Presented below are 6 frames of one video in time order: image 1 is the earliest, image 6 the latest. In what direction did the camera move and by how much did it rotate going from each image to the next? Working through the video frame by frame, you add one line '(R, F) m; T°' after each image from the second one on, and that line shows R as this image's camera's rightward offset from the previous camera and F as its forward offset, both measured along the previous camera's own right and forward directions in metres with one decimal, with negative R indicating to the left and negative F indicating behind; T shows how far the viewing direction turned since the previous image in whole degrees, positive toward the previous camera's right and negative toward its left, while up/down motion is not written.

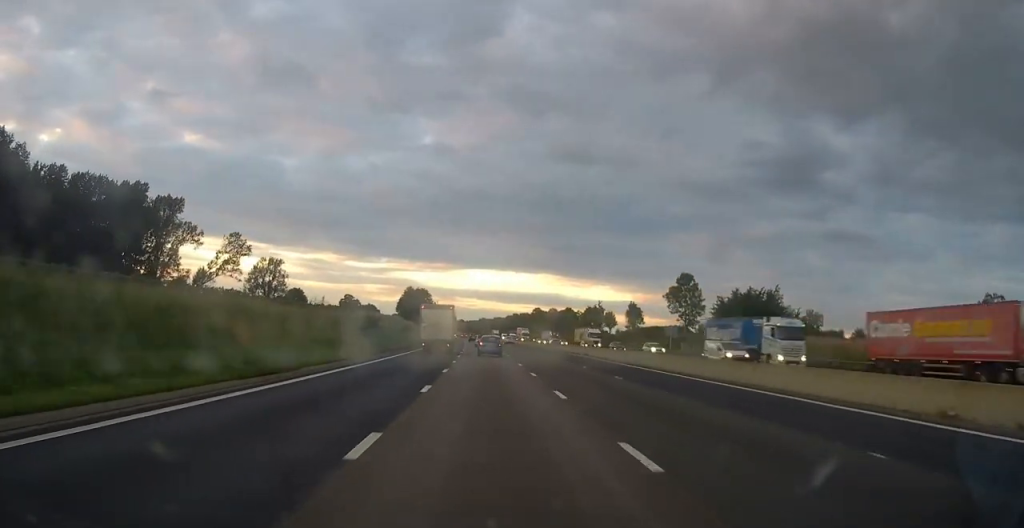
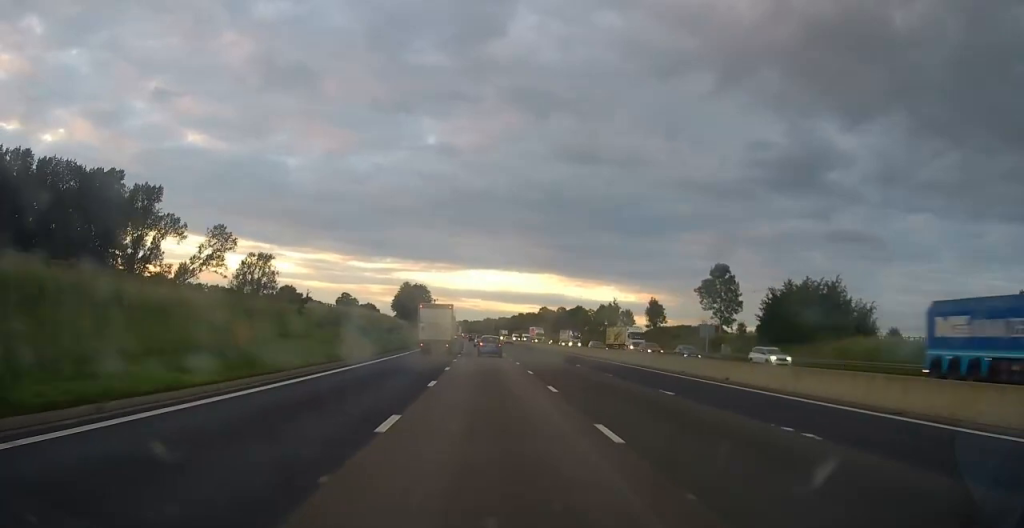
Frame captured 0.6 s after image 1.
(-0.1, +15.7) m; -1°
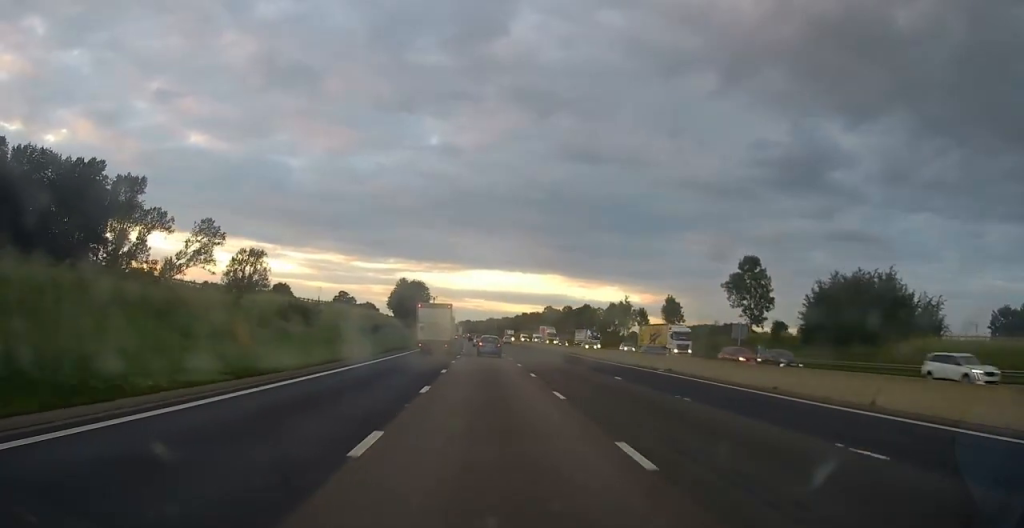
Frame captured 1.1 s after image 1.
(-0.1, +10.7) m; 0°
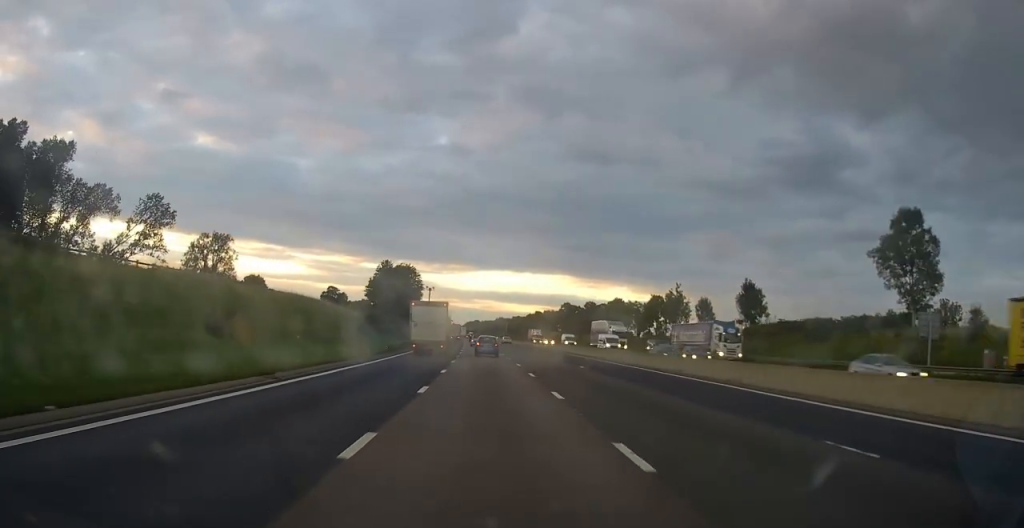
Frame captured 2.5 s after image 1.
(-0.2, +35.5) m; -1°
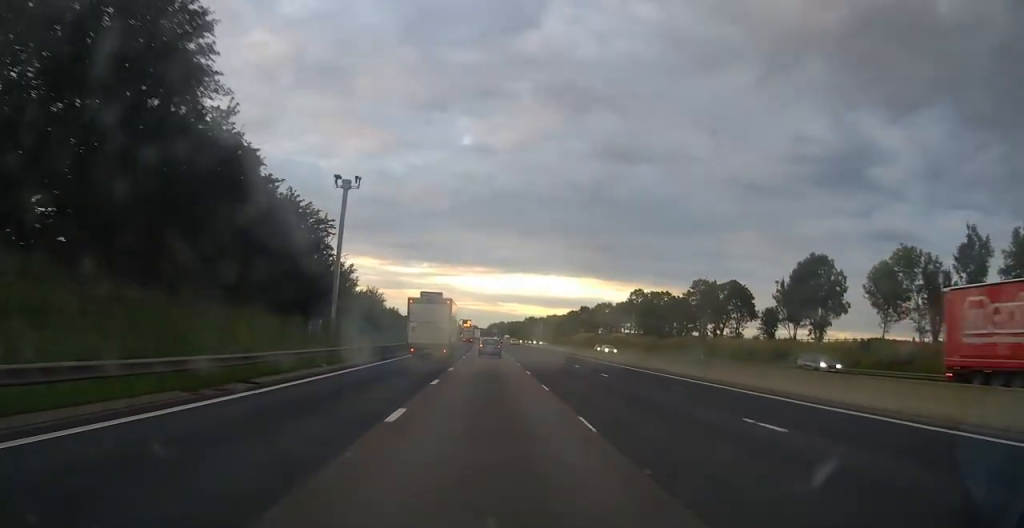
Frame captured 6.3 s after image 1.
(-2.2, +94.4) m; -2°
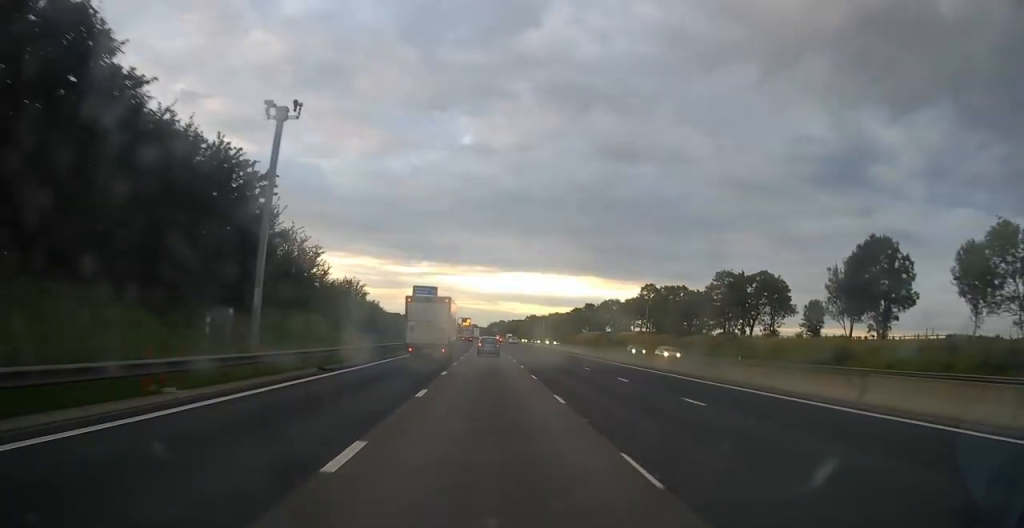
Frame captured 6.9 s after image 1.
(-0.1, +13.0) m; 0°
